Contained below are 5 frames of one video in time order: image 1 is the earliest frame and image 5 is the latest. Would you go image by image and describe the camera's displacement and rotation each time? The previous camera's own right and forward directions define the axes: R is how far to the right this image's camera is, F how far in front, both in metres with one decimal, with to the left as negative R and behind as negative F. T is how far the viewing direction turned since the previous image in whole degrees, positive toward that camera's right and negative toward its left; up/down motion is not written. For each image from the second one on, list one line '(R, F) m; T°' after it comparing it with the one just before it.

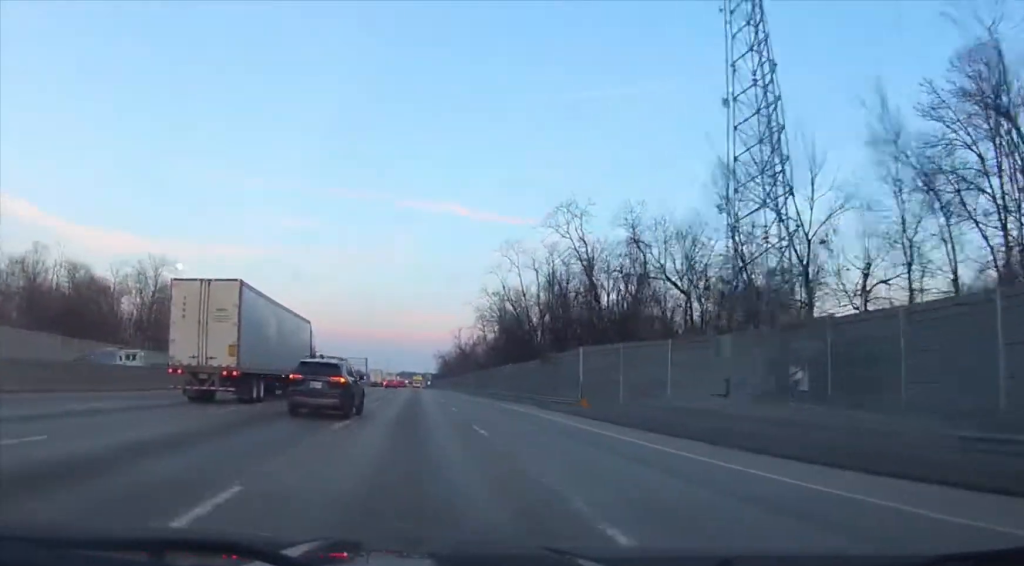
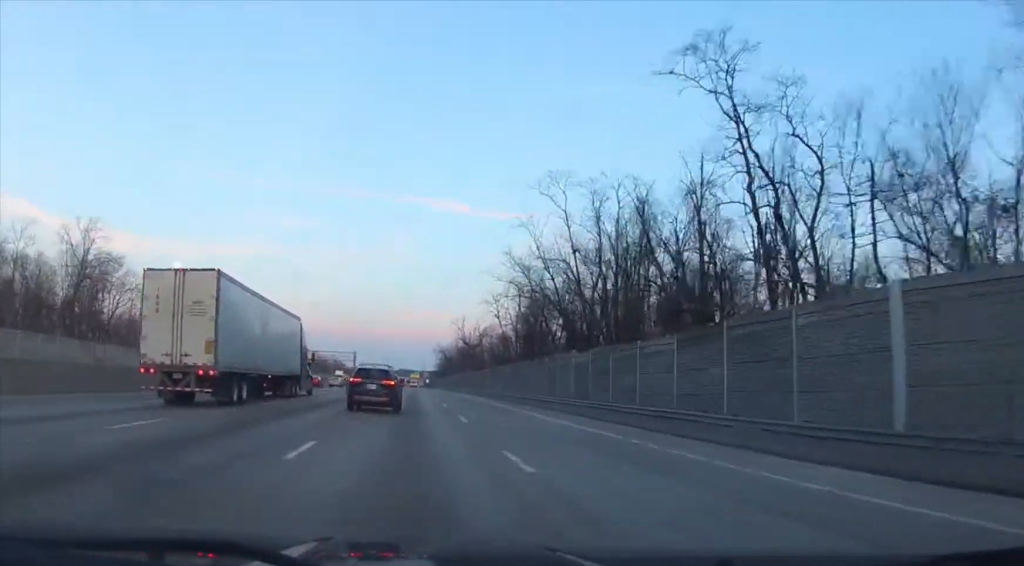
(-0.1, +30.6) m; 0°
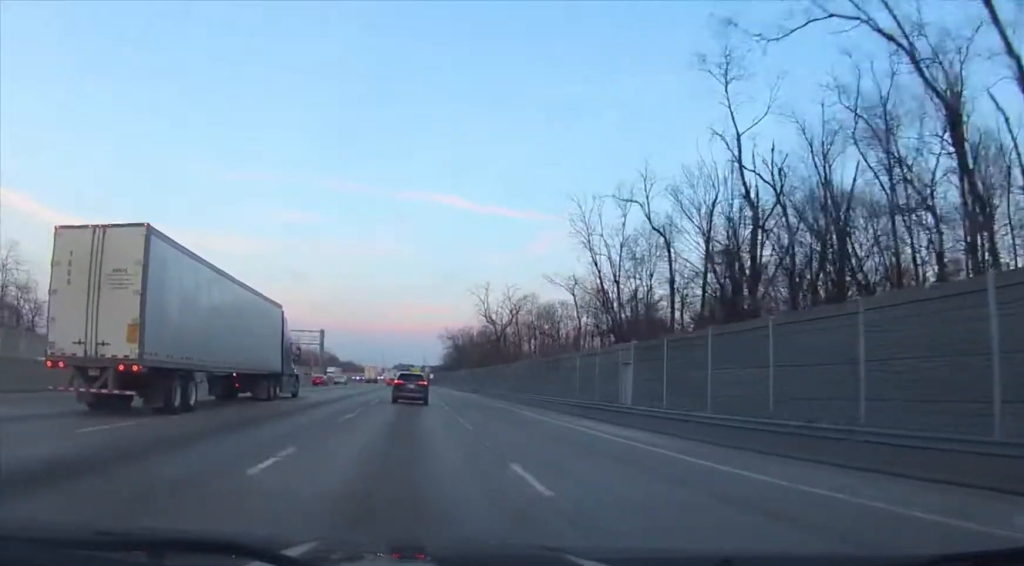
(+1.1, +62.0) m; +1°
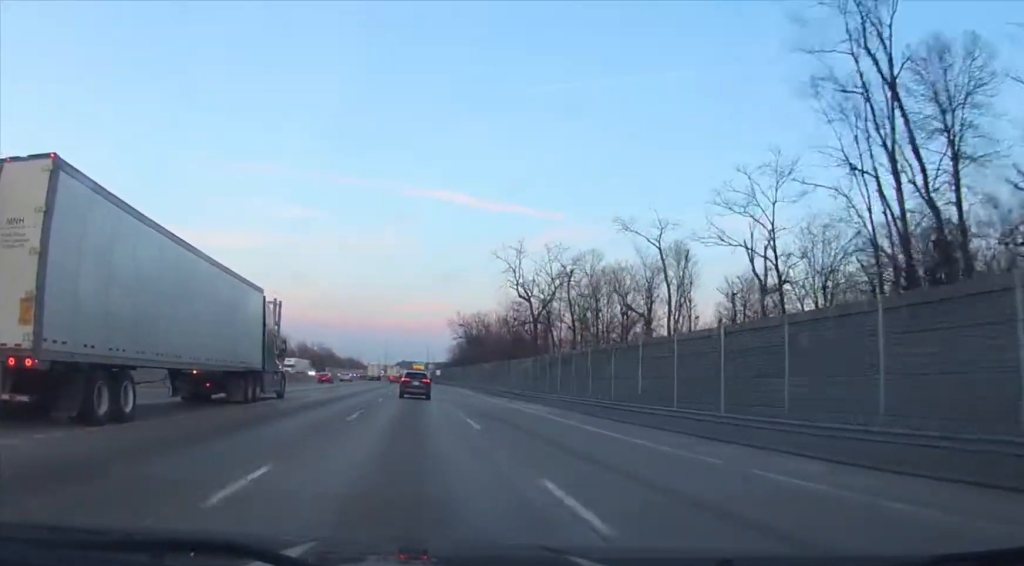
(-0.7, +38.6) m; -1°
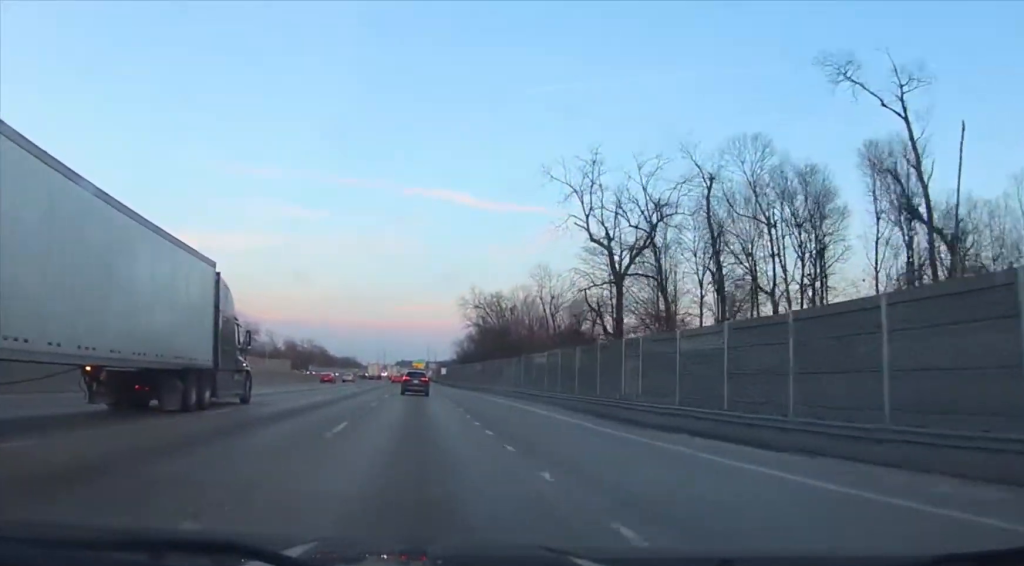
(+0.9, +41.2) m; +1°
